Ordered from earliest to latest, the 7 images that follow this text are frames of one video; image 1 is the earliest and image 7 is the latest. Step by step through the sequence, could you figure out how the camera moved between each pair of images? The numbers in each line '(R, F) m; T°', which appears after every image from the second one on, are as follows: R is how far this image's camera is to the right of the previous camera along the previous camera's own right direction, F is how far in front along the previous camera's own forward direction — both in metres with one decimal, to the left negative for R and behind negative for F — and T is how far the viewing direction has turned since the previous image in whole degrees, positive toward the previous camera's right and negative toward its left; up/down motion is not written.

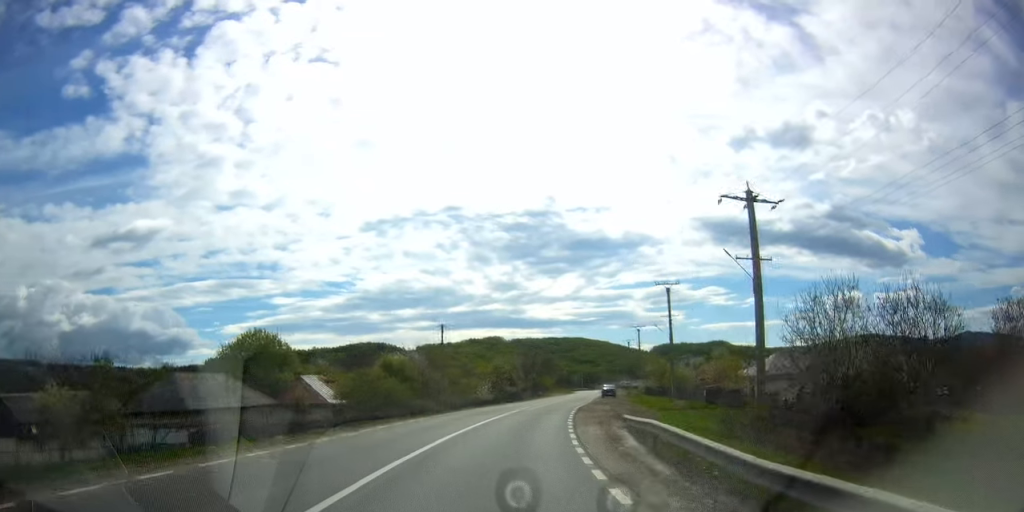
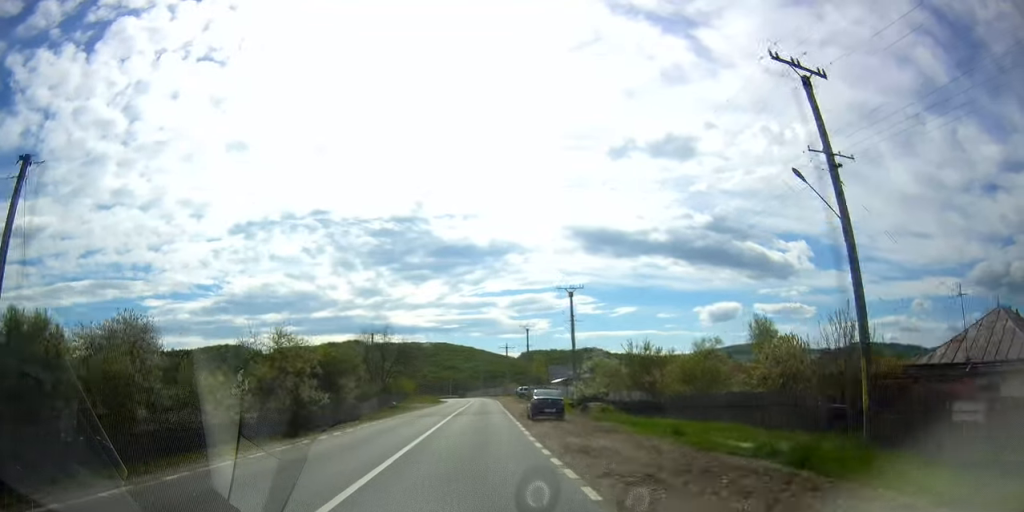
(+5.4, +37.5) m; +17°
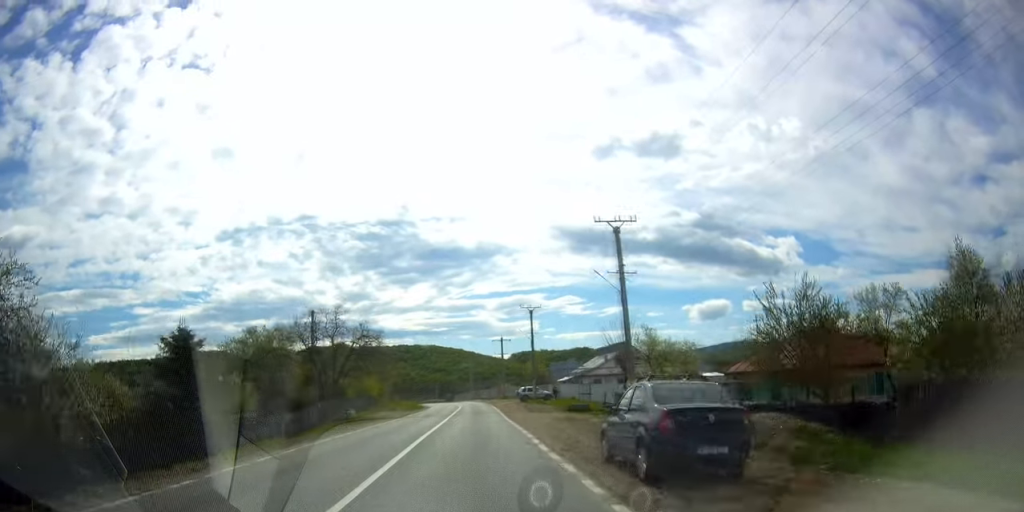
(+1.5, +18.4) m; +9°
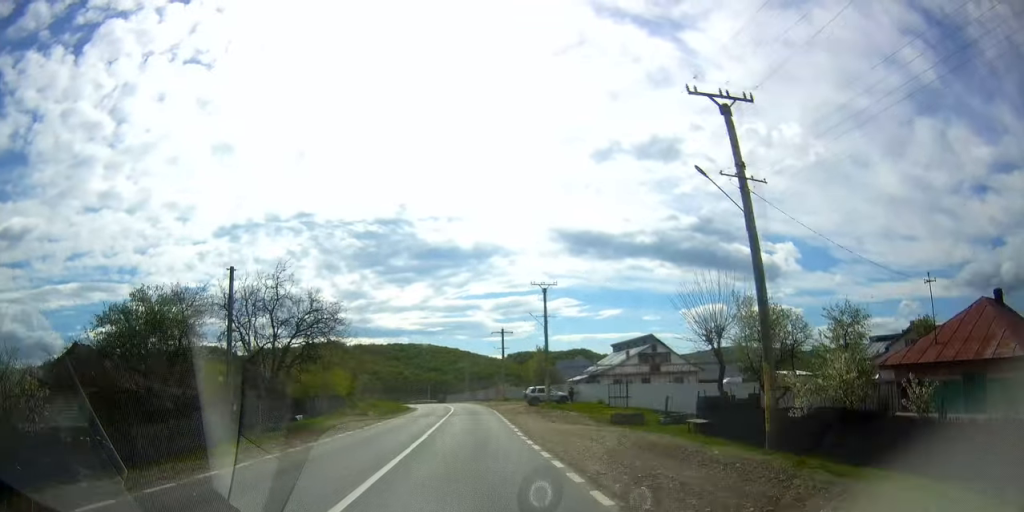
(+0.7, +13.8) m; +5°
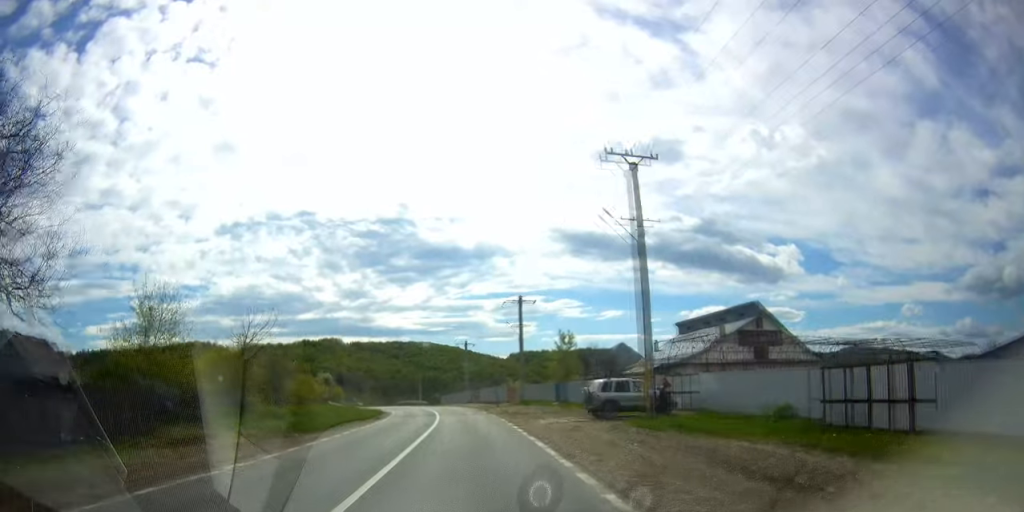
(+1.2, +26.6) m; +3°
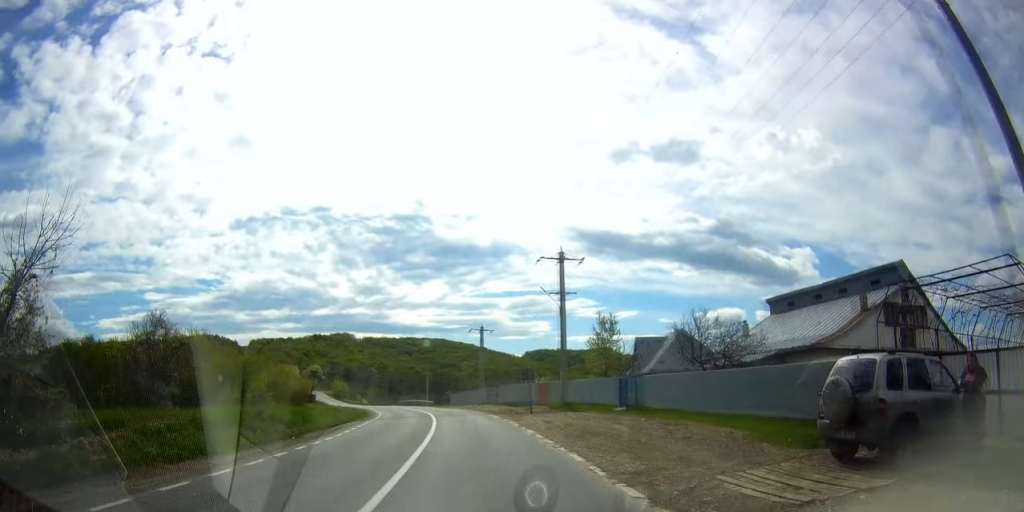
(+0.1, +16.7) m; -1°
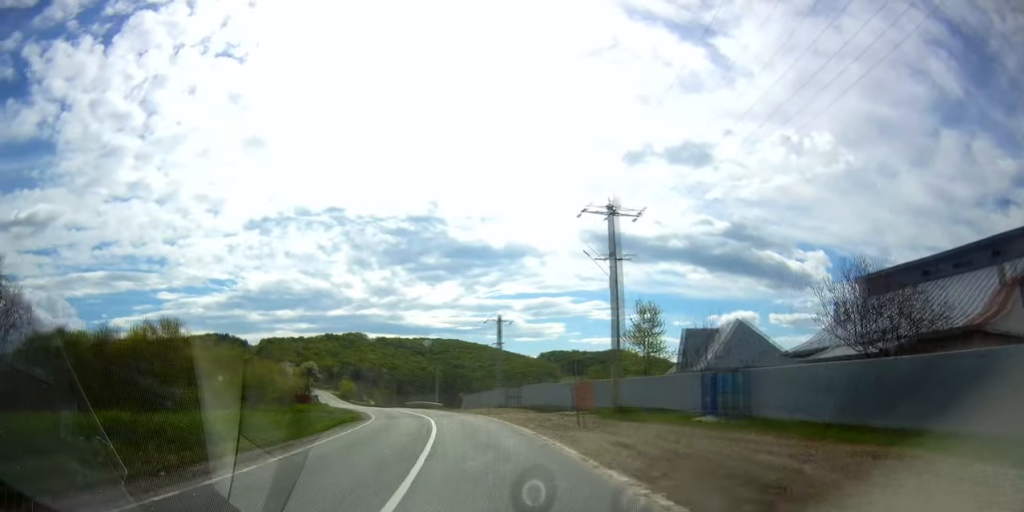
(+0.1, +10.5) m; -1°
